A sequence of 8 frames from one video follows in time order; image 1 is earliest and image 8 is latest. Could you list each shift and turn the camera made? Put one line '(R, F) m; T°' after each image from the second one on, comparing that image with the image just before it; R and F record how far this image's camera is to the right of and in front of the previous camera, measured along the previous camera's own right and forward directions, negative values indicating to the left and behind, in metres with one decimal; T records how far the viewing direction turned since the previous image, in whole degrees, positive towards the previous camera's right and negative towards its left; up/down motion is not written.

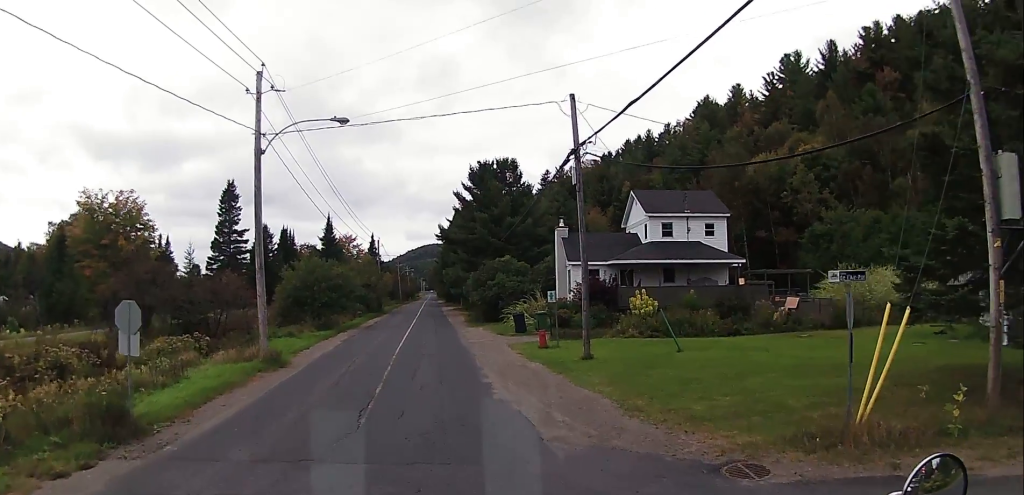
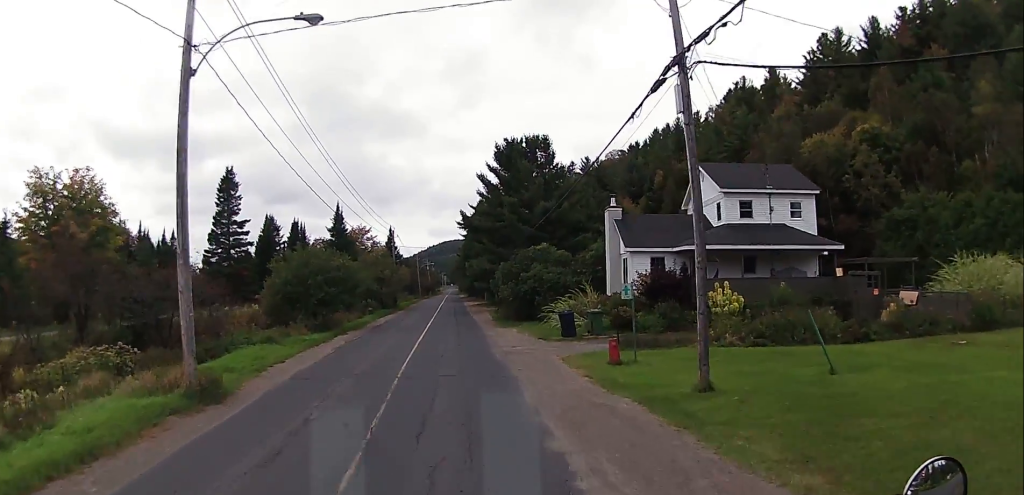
(-0.5, +6.9) m; +3°
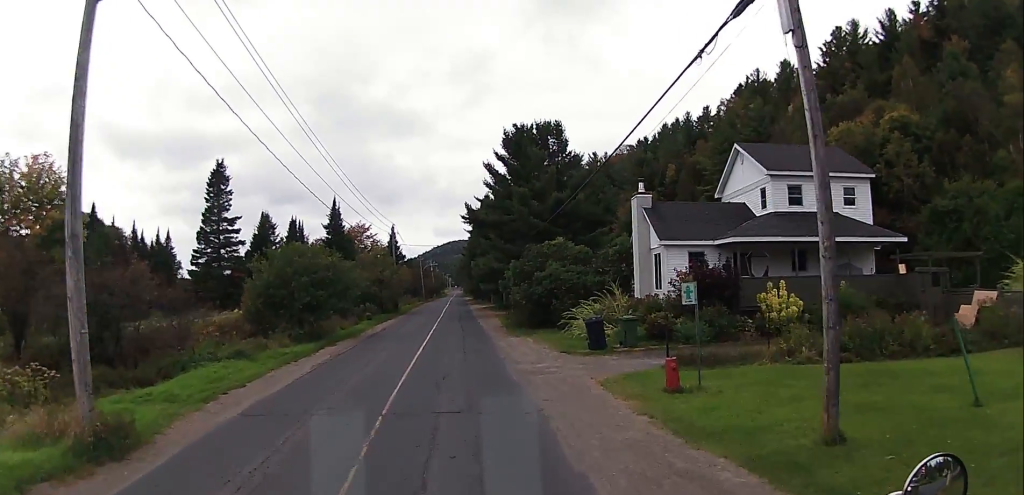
(+0.3, +4.4) m; +2°
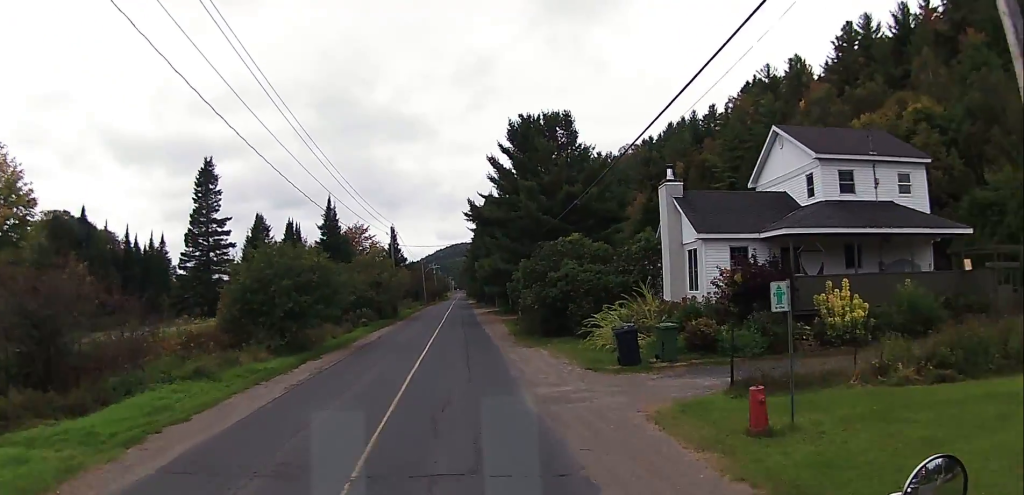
(+0.1, +3.7) m; 0°
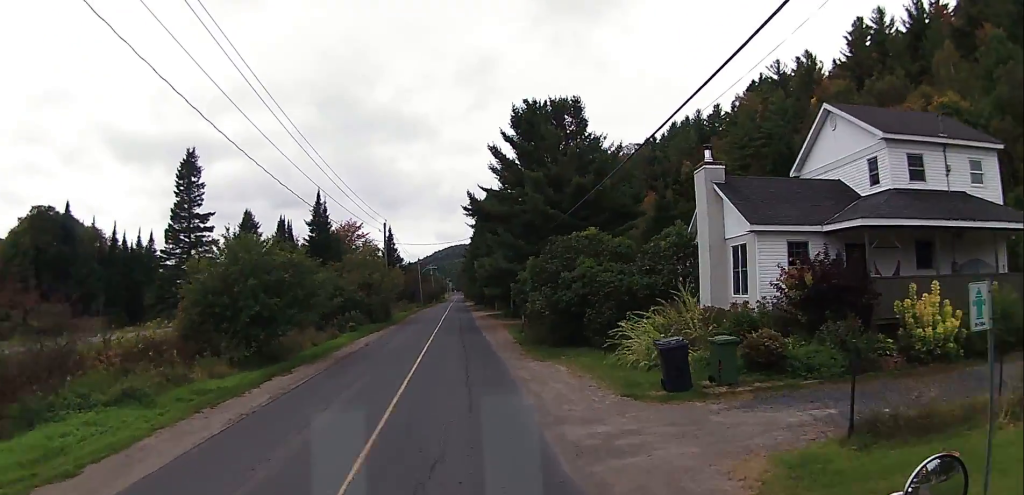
(0.0, +4.2) m; -3°
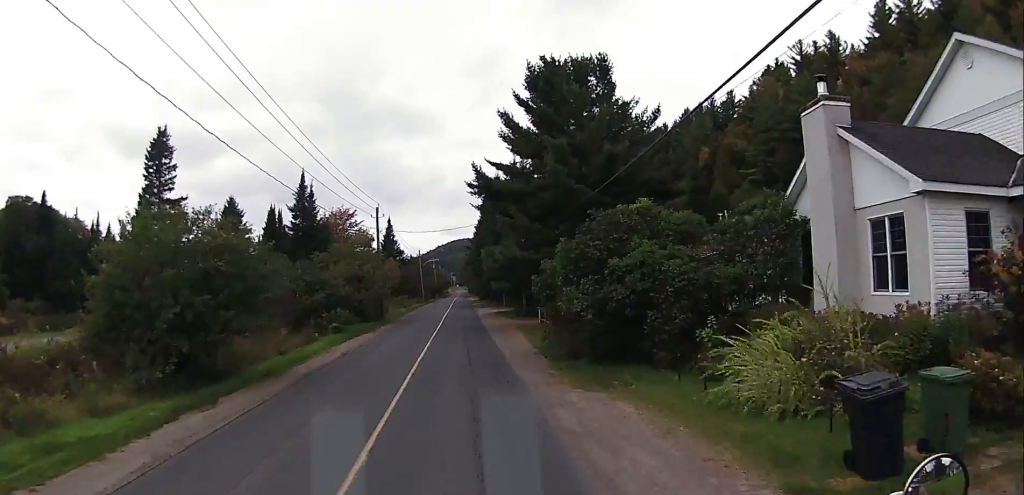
(-0.3, +7.1) m; 0°
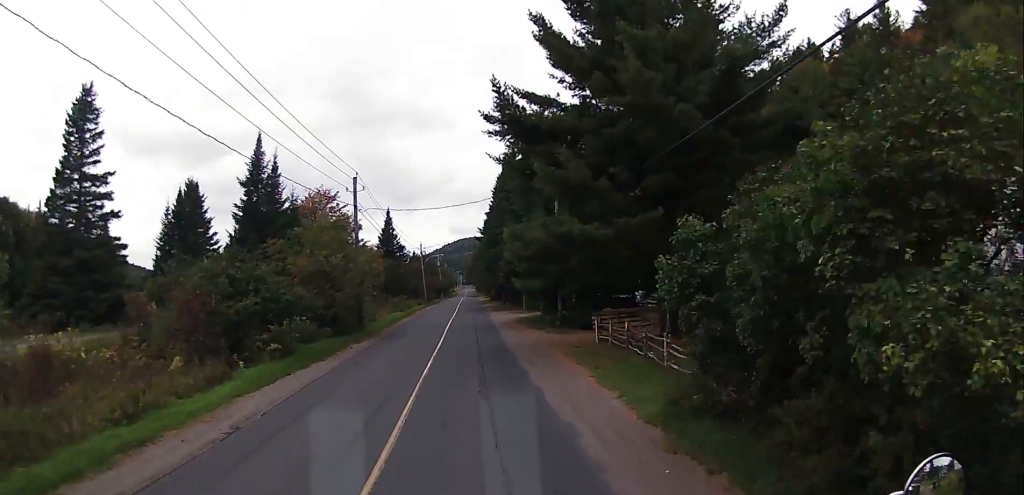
(+0.3, +14.2) m; +1°
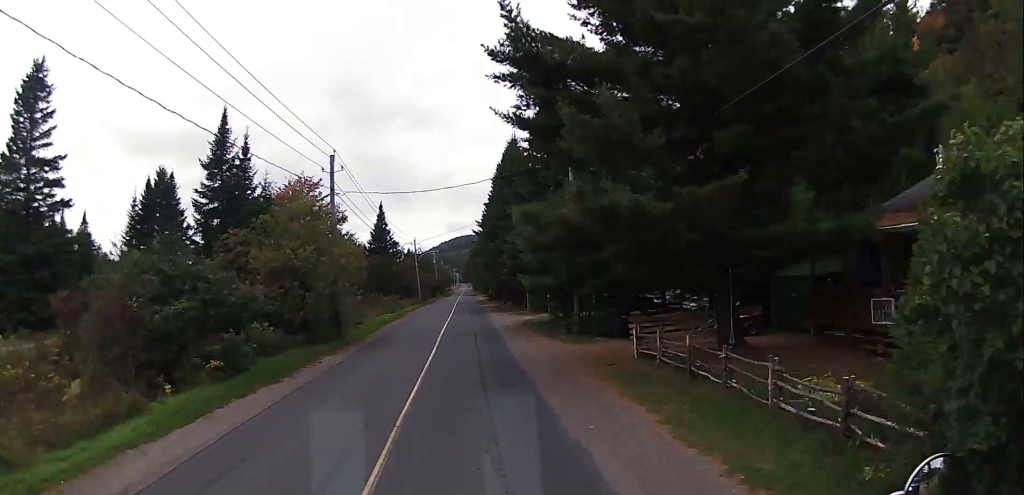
(-0.3, +6.2) m; 0°
